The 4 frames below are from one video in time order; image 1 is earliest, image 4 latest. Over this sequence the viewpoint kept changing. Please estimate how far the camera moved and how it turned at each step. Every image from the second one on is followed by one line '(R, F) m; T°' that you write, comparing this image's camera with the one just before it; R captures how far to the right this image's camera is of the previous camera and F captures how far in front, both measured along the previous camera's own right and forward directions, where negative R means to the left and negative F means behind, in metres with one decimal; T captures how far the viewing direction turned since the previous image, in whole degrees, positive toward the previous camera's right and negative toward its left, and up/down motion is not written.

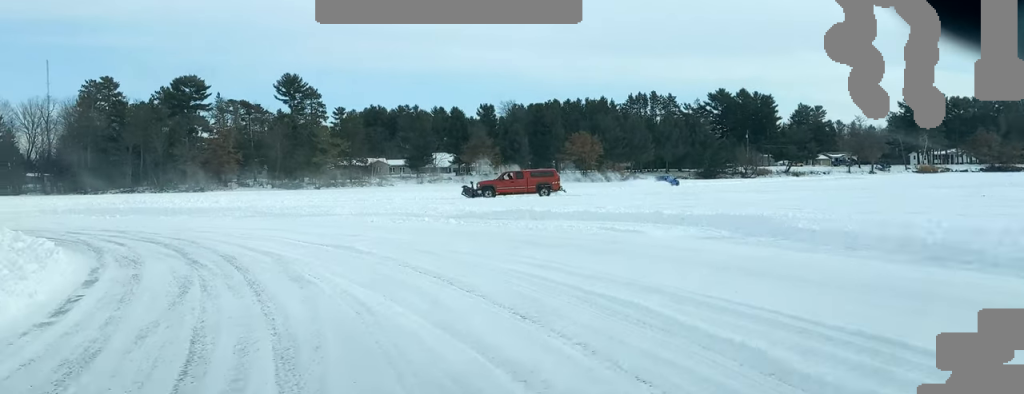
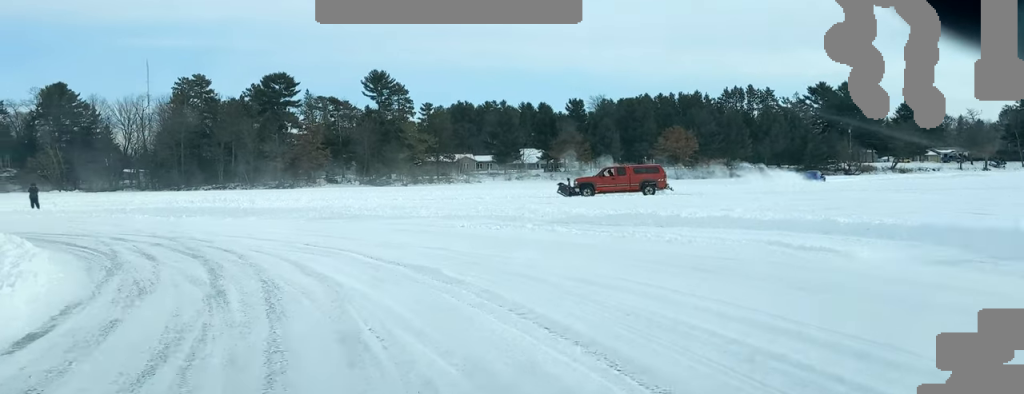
(0.0, +5.5) m; -4°
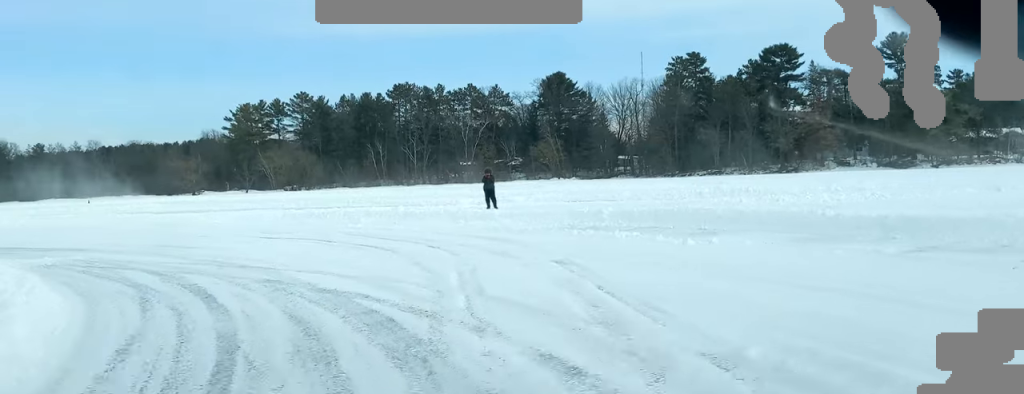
(-5.5, +21.3) m; -31°
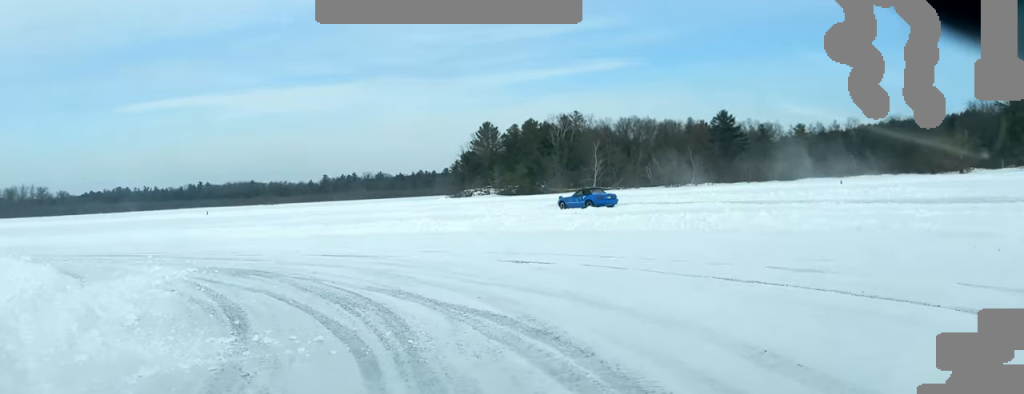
(-4.9, +19.6) m; -33°
